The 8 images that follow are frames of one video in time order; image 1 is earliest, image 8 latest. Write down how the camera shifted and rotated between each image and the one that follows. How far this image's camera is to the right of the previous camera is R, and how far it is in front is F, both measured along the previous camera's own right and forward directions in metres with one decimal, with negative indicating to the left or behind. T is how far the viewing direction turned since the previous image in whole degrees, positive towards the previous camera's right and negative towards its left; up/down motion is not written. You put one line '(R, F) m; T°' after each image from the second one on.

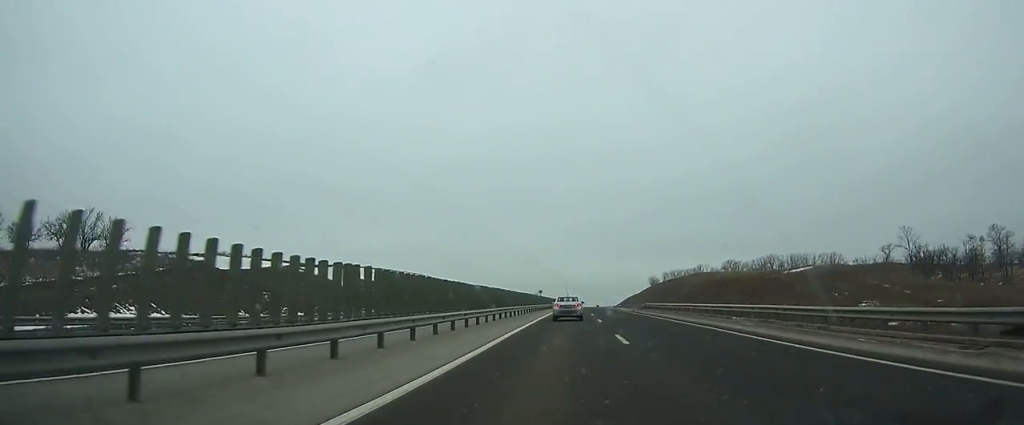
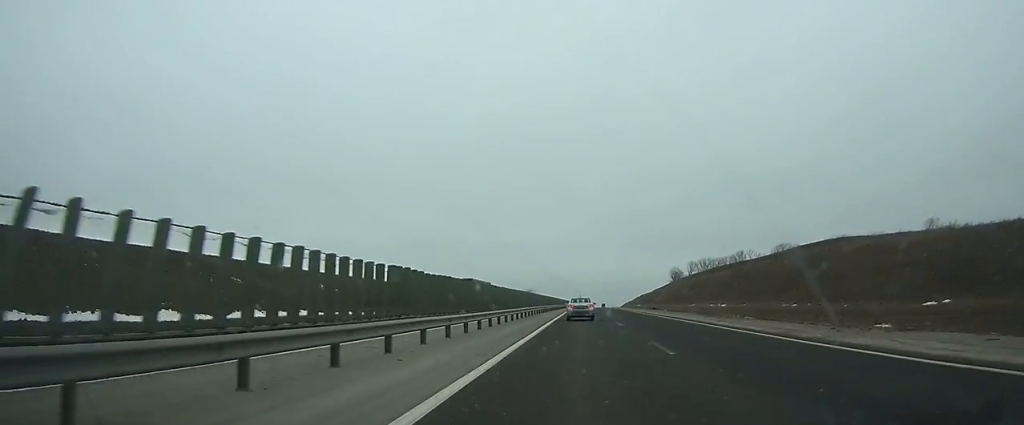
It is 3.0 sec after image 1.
(+0.1, +82.0) m; 0°
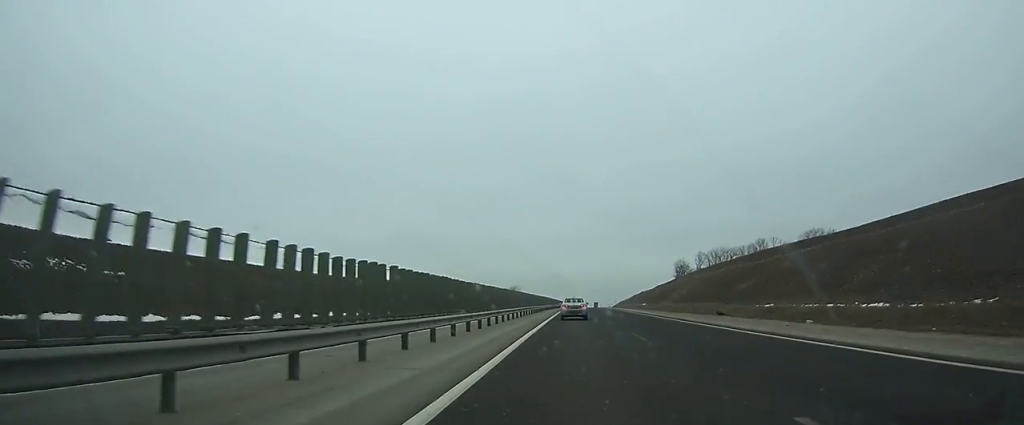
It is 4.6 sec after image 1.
(+0.2, +43.7) m; 0°
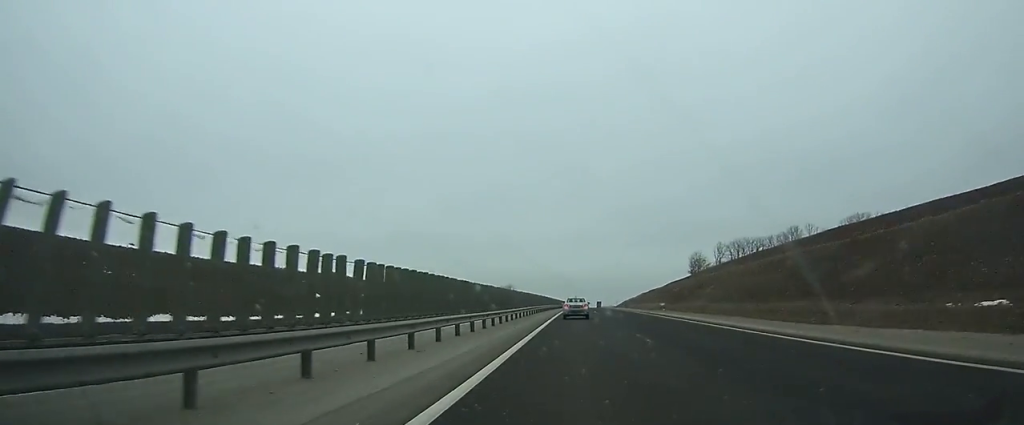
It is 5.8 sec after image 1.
(0.0, +32.8) m; 0°
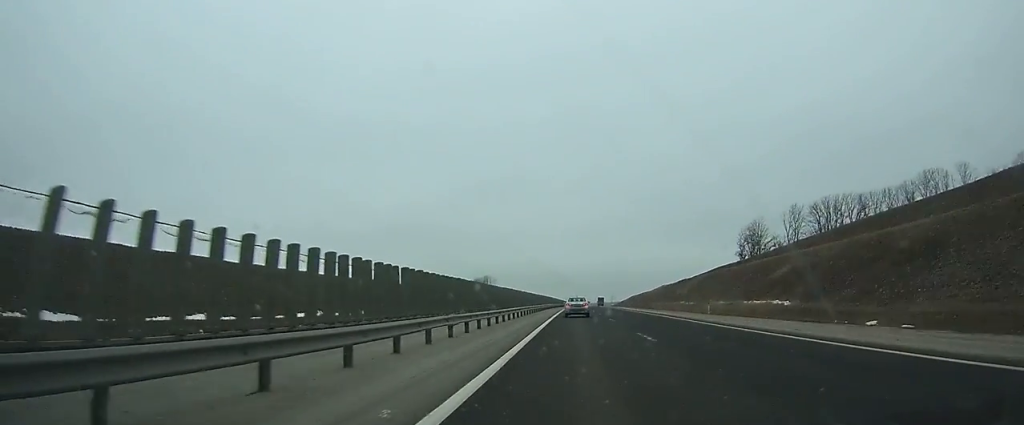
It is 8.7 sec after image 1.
(+0.5, +79.6) m; +1°
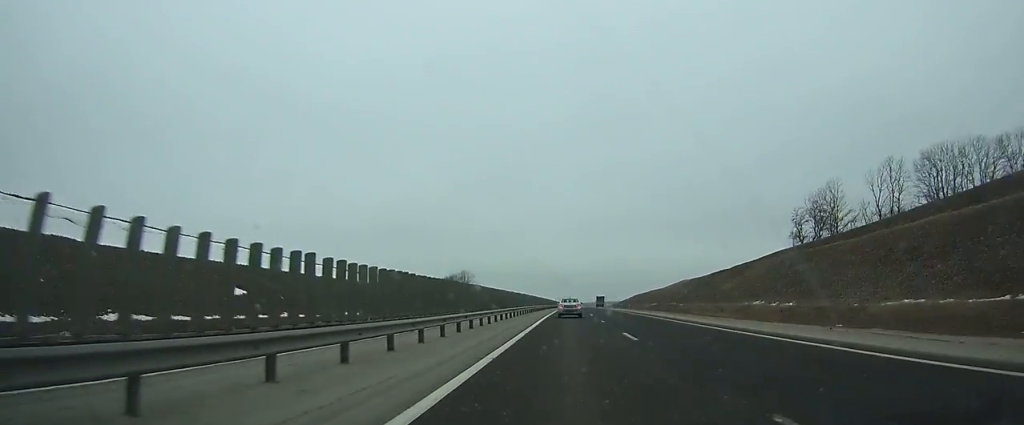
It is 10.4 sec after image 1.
(+0.2, +47.2) m; 0°
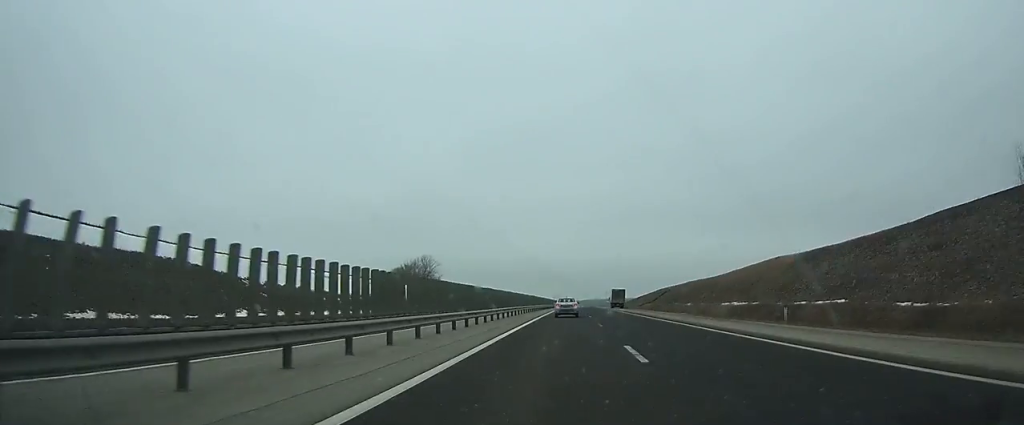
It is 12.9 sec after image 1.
(+0.4, +70.2) m; 0°
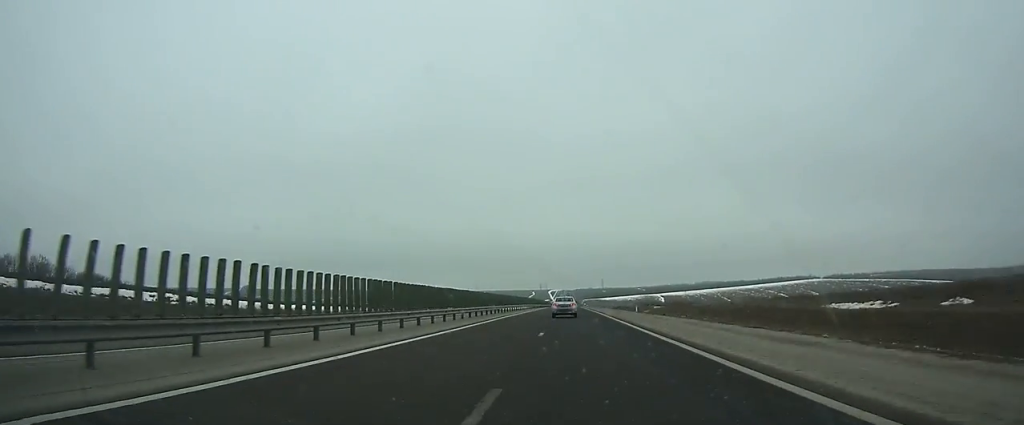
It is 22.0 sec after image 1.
(+3.3, +259.8) m; +1°
